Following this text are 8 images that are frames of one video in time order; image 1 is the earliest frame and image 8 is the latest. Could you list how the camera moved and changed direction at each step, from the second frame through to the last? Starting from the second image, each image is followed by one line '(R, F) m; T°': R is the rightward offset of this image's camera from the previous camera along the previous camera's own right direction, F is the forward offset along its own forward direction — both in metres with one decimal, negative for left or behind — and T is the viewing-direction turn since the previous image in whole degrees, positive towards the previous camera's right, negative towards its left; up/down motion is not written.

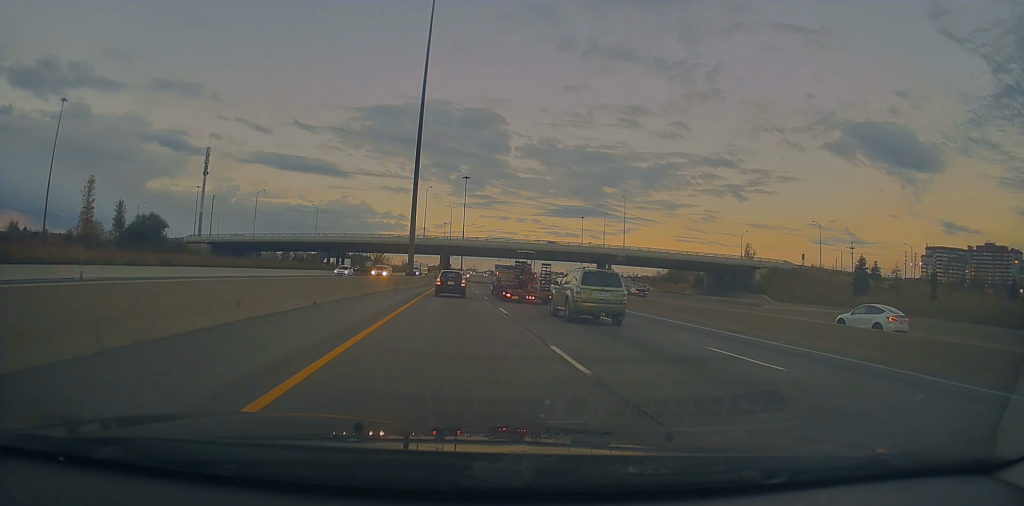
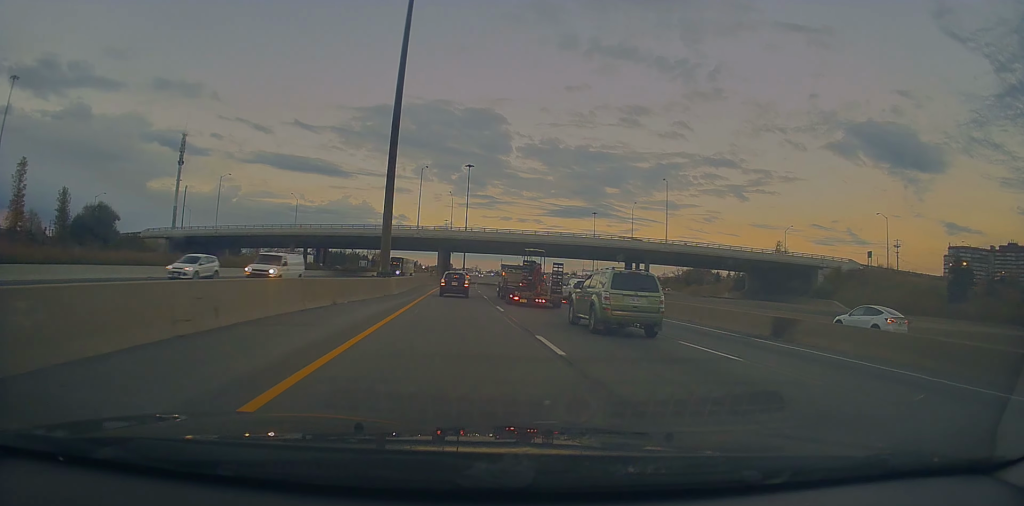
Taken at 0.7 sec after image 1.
(0.0, +22.5) m; 0°
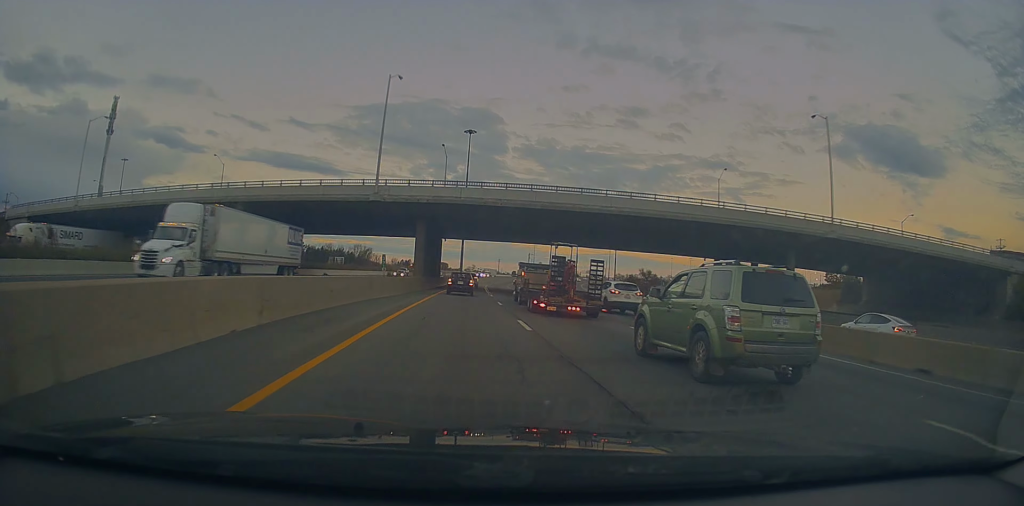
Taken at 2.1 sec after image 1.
(+0.1, +44.3) m; 0°
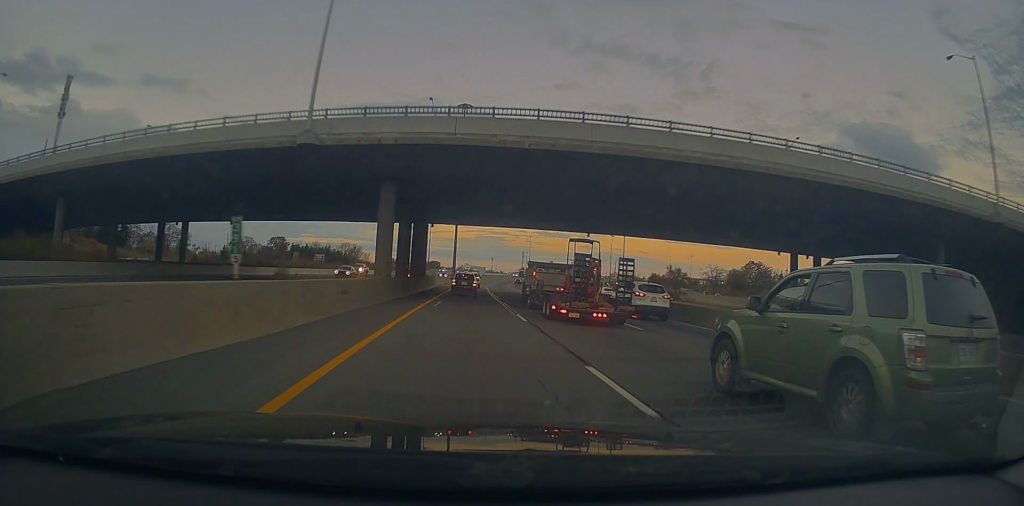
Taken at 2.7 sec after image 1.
(-0.1, +20.8) m; +1°
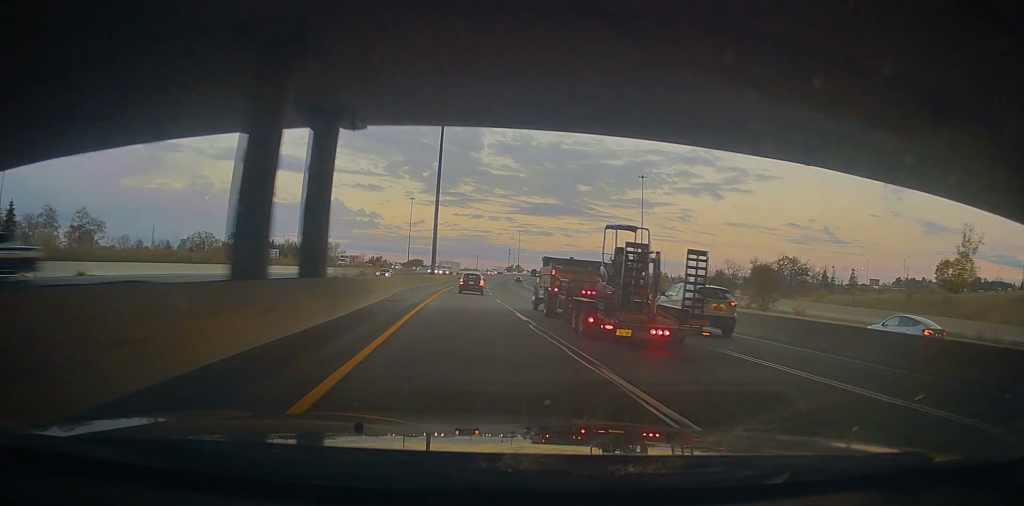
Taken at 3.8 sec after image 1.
(+0.9, +36.3) m; +3°
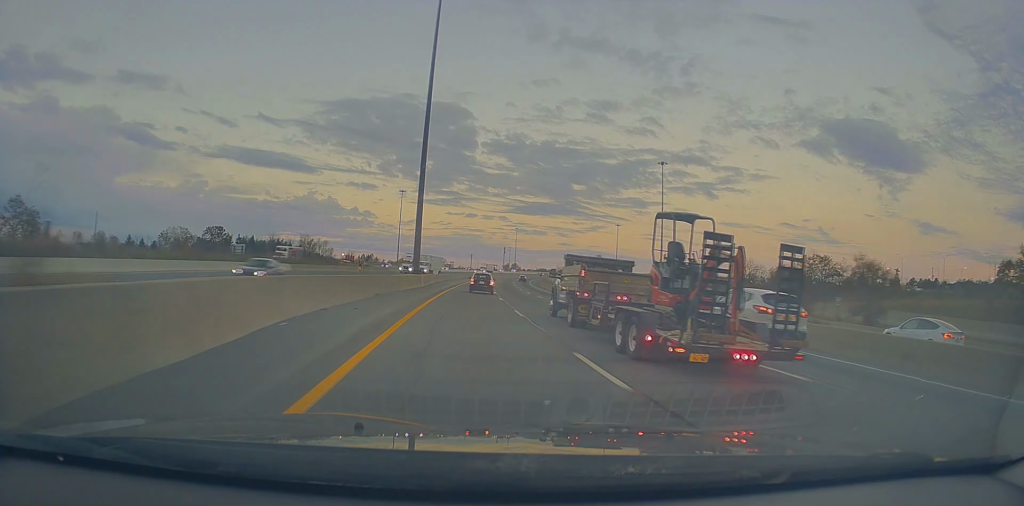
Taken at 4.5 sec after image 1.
(+0.5, +22.0) m; +1°
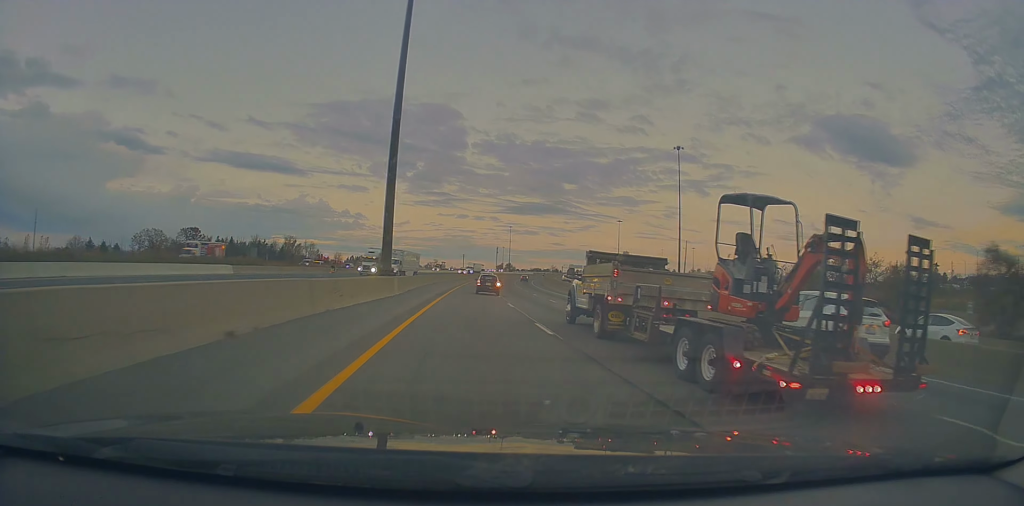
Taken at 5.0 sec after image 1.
(-0.1, +17.6) m; 0°
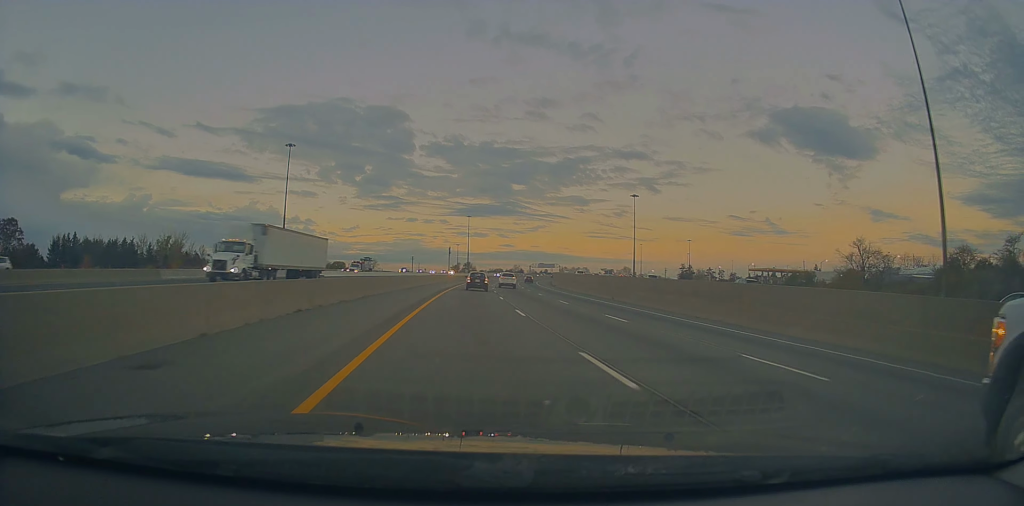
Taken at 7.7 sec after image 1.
(+3.7, +91.0) m; +5°
